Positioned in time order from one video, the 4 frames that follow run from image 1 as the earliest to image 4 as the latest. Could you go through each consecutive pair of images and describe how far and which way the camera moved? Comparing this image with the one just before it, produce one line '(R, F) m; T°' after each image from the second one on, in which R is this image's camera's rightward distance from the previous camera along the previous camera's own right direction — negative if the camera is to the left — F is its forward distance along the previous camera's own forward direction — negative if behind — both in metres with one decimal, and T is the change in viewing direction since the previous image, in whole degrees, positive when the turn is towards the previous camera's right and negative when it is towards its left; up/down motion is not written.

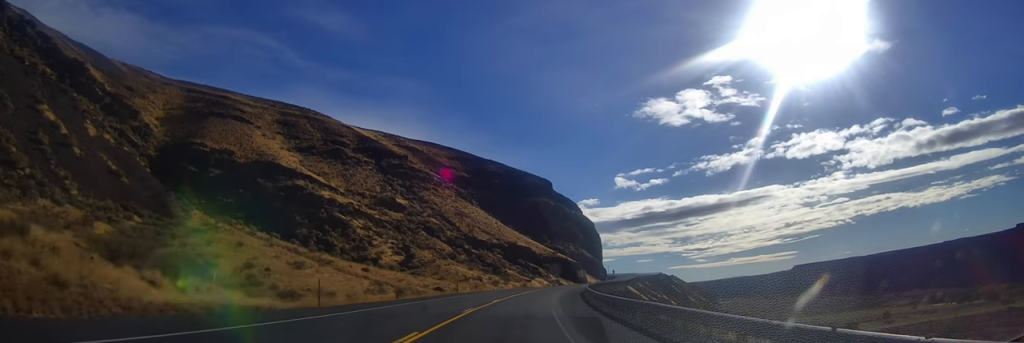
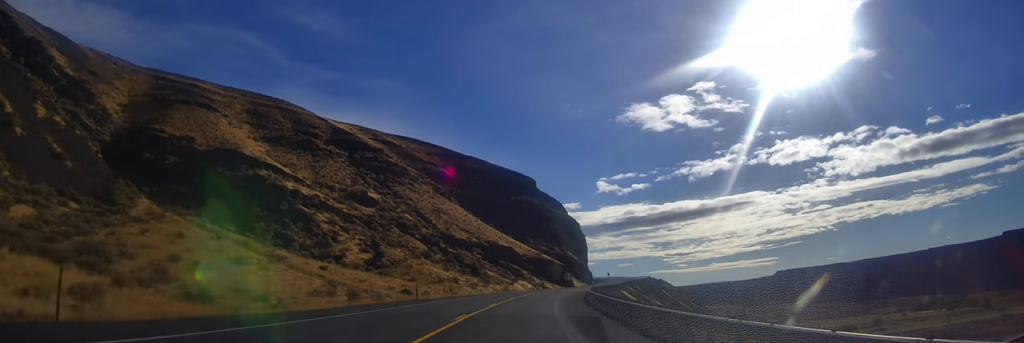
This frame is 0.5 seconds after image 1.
(+0.2, +15.4) m; +2°
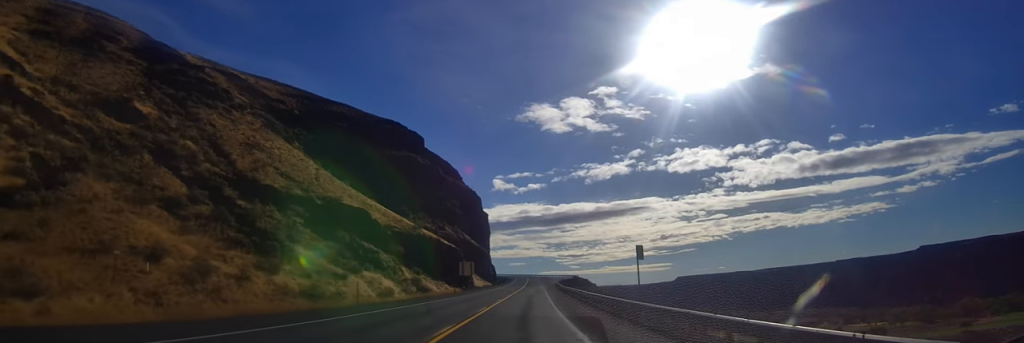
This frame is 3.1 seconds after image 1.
(+6.7, +78.4) m; +10°
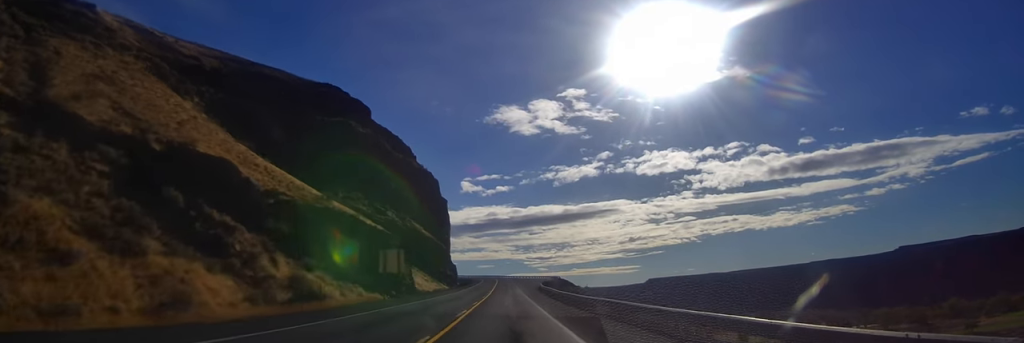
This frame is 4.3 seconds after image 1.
(+1.5, +39.0) m; +4°
